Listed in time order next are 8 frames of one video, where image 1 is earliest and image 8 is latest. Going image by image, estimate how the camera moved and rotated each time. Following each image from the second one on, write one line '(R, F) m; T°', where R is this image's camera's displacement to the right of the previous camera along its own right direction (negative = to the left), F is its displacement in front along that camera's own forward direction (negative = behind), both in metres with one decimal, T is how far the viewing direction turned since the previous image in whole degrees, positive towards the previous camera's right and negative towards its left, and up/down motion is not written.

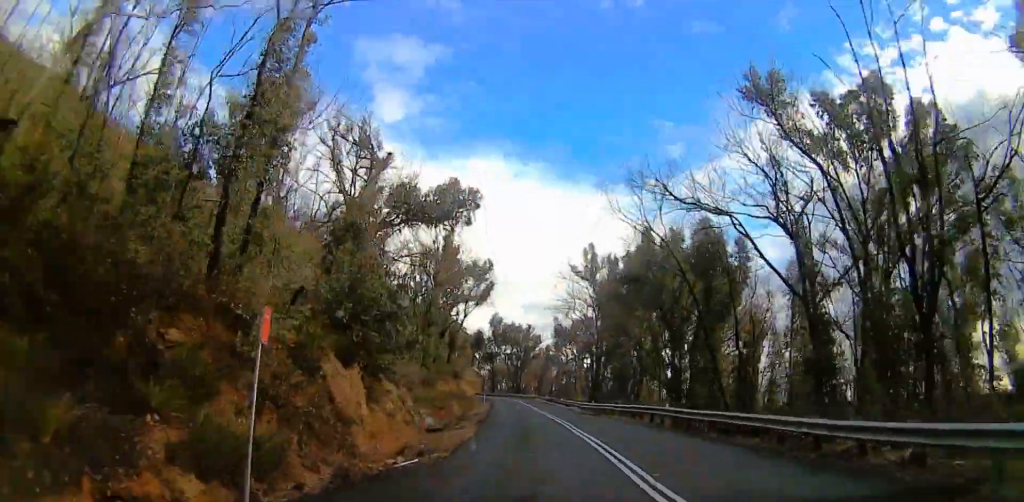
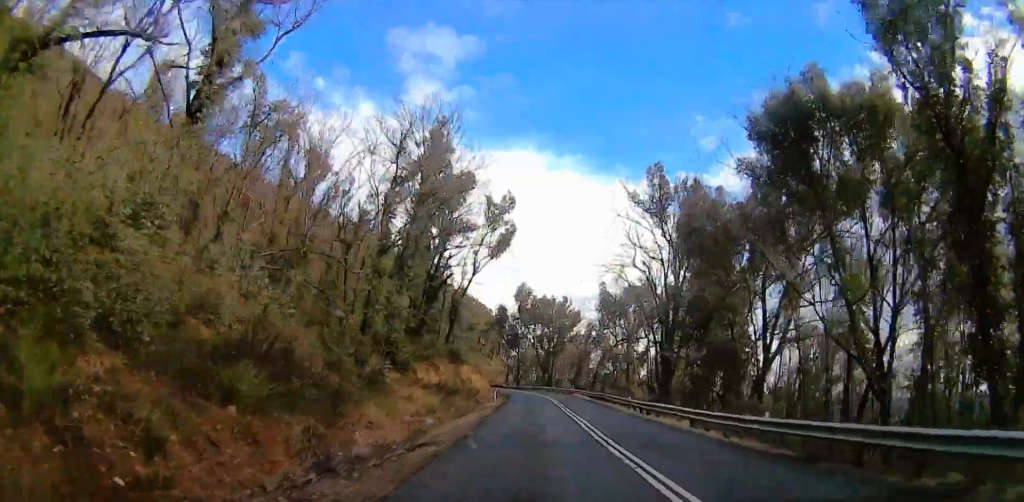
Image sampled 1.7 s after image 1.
(+0.4, +29.4) m; +1°
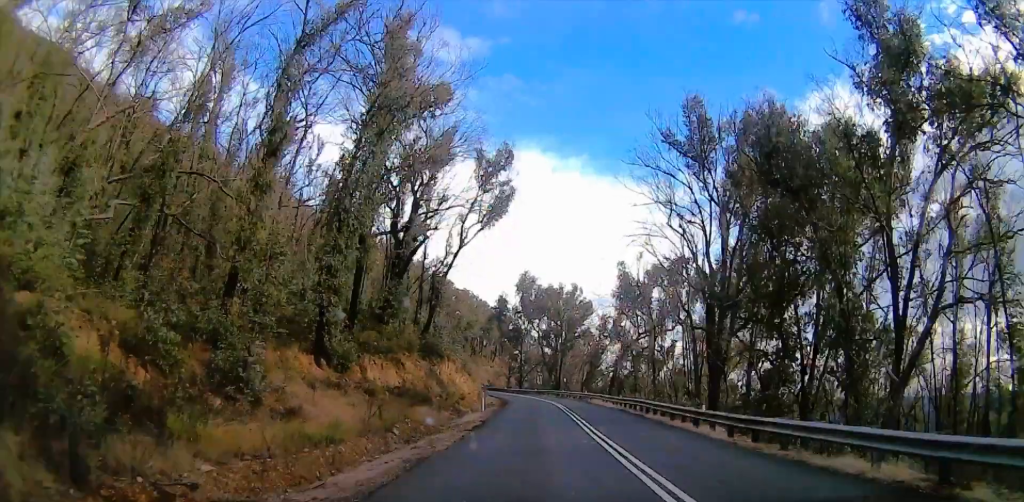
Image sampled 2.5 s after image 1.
(+0.1, +14.3) m; -1°
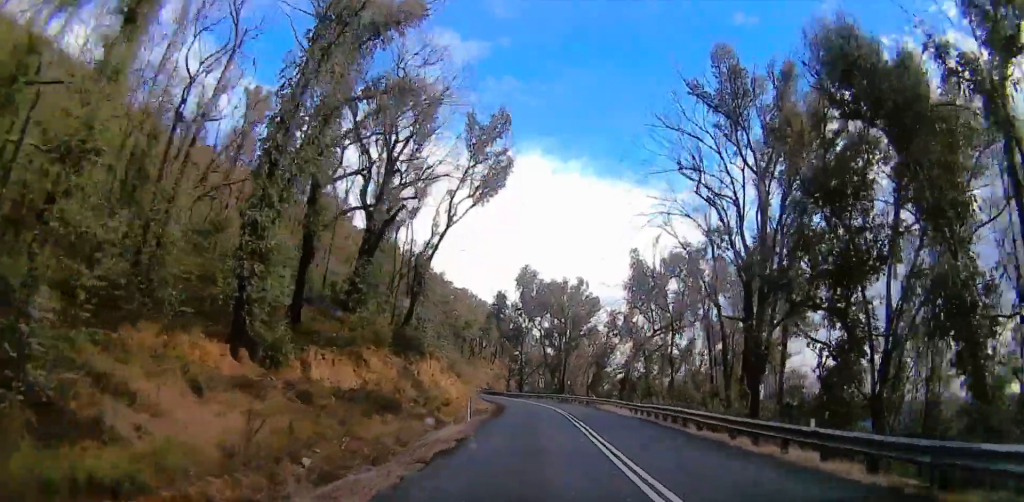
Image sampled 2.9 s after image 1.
(-0.2, +7.9) m; -1°
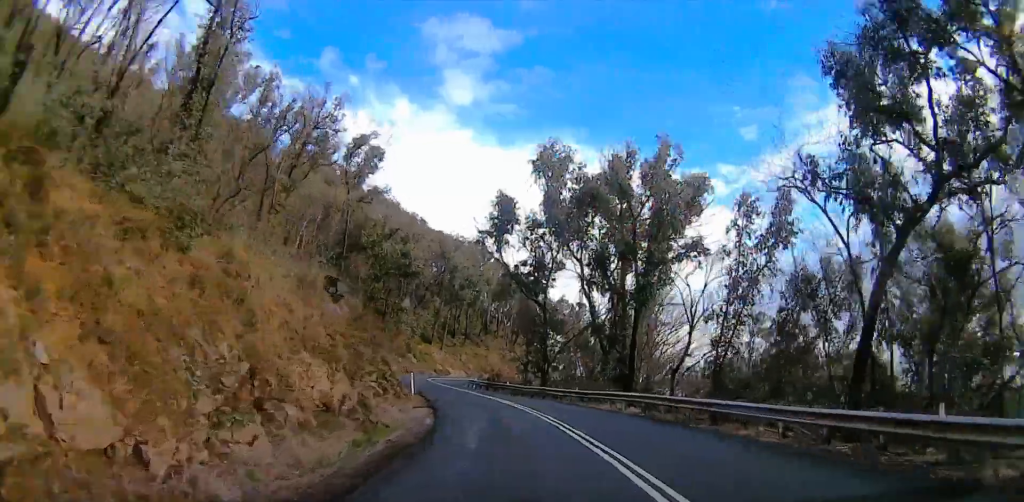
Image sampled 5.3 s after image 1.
(+2.7, +40.4) m; -4°
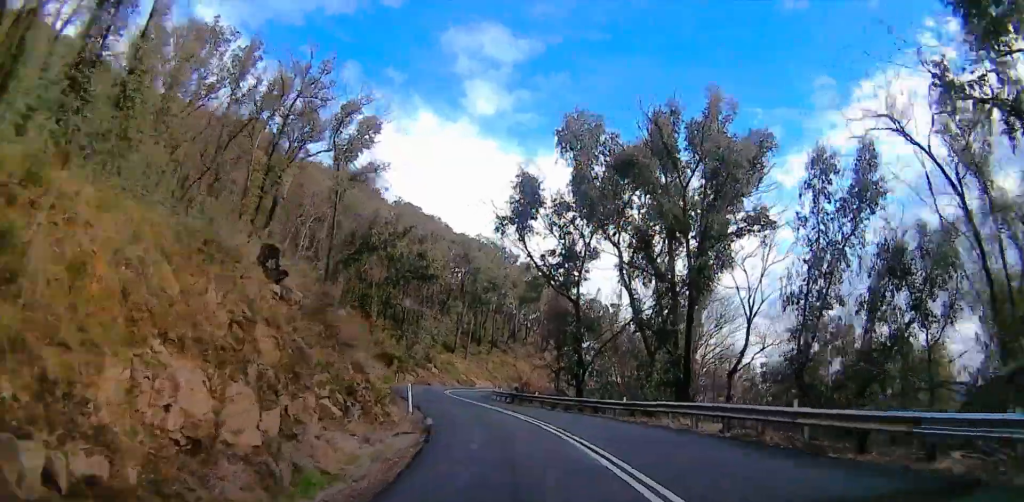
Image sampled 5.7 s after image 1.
(+0.2, +6.4) m; -6°
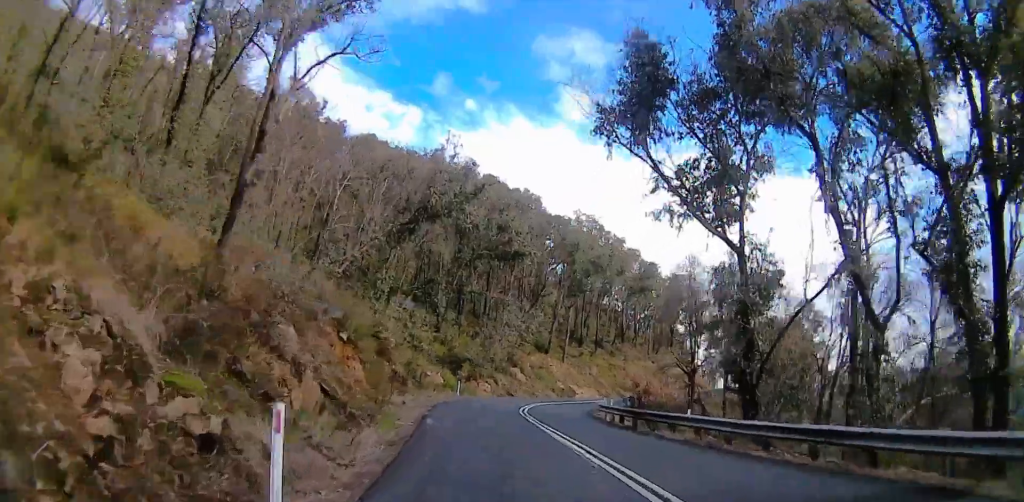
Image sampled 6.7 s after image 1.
(-5.1, +19.7) m; -11°
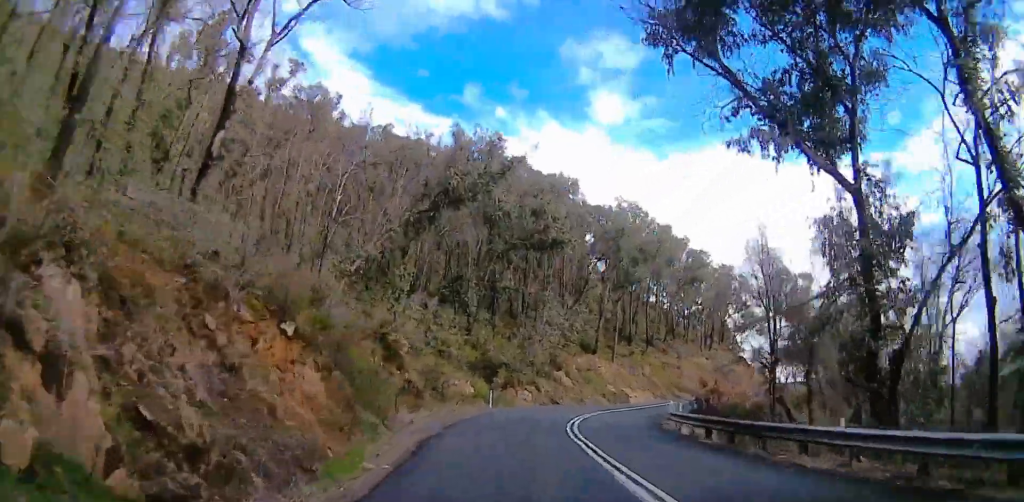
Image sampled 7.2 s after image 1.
(+0.7, +8.0) m; 0°
